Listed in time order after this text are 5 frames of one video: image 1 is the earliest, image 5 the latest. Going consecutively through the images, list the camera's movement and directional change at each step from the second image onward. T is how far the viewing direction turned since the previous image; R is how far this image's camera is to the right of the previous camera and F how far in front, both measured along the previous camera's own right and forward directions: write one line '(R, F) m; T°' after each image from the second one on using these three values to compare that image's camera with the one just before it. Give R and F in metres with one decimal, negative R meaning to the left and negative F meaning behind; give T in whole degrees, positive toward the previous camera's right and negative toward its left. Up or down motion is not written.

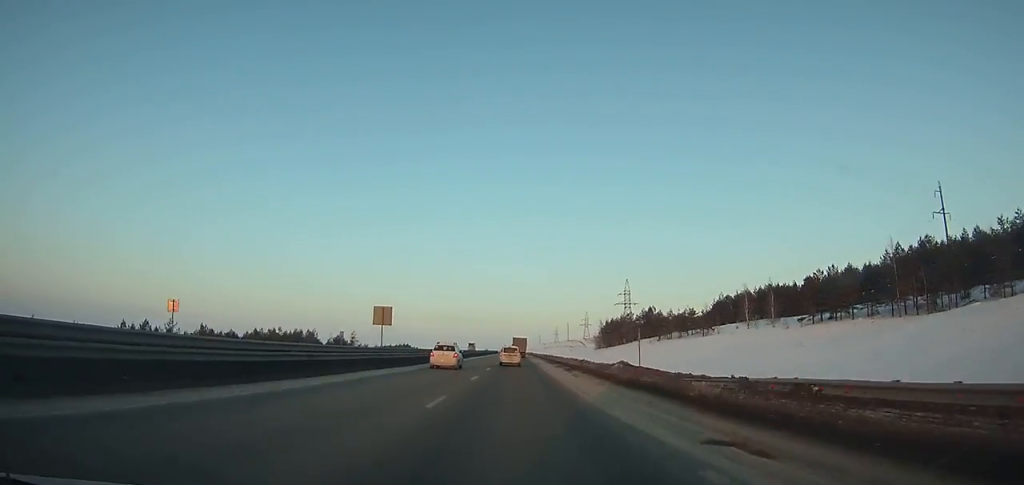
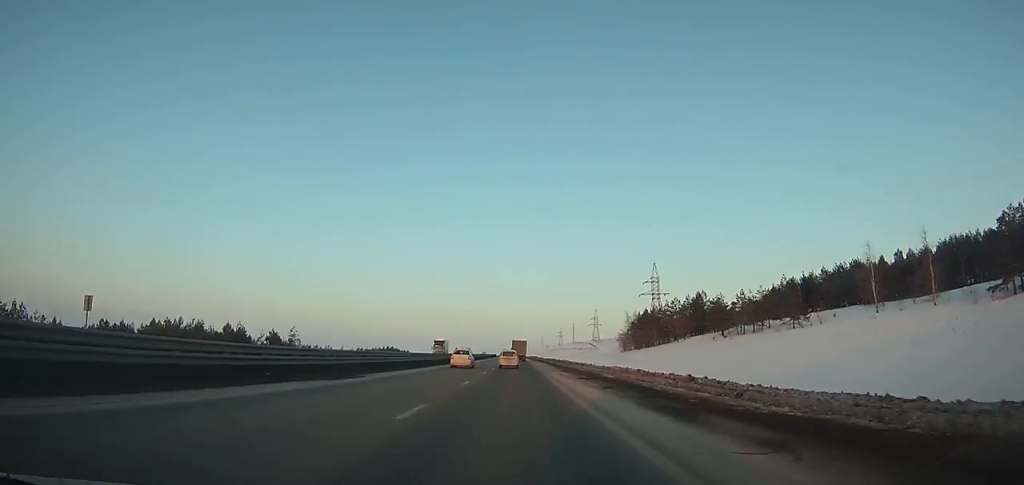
(0.0, +49.3) m; 0°
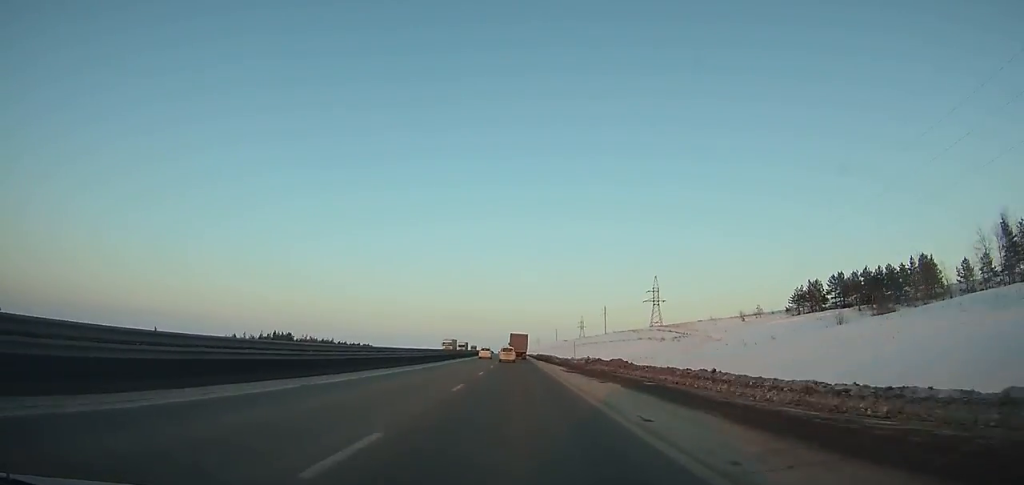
(-1.1, +161.4) m; -1°
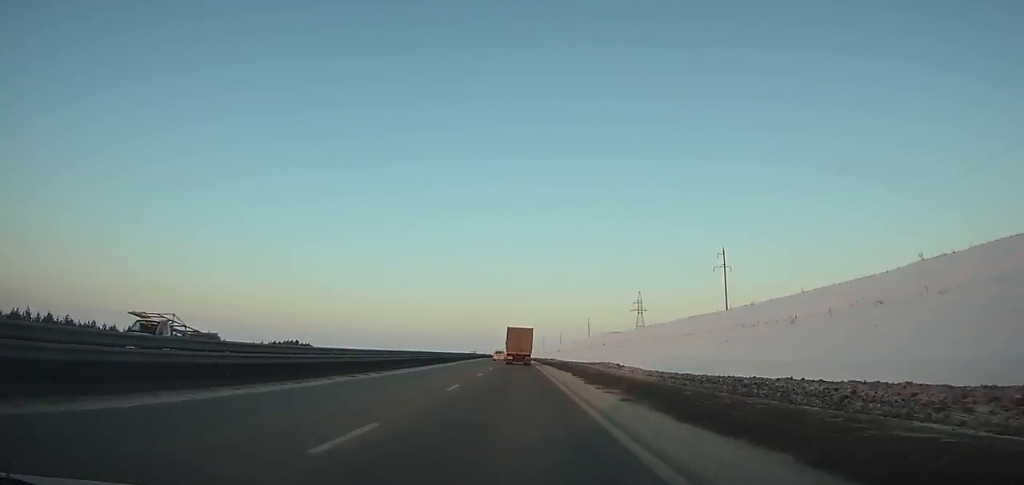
(-2.4, +212.2) m; -1°
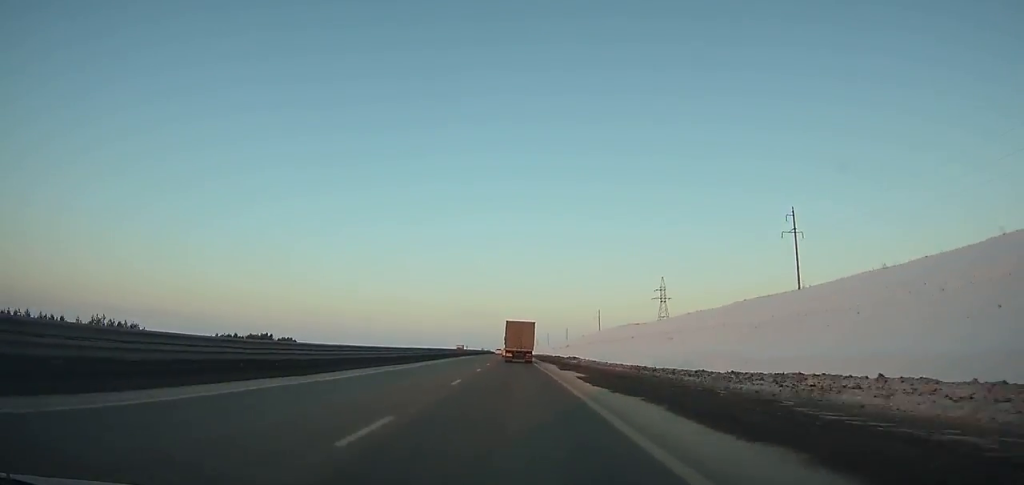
(-0.1, +45.2) m; 0°
